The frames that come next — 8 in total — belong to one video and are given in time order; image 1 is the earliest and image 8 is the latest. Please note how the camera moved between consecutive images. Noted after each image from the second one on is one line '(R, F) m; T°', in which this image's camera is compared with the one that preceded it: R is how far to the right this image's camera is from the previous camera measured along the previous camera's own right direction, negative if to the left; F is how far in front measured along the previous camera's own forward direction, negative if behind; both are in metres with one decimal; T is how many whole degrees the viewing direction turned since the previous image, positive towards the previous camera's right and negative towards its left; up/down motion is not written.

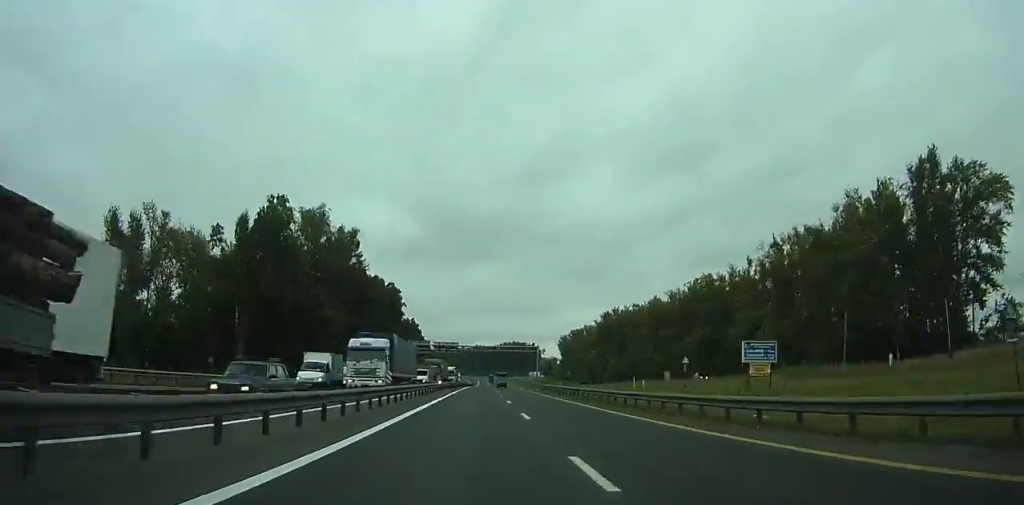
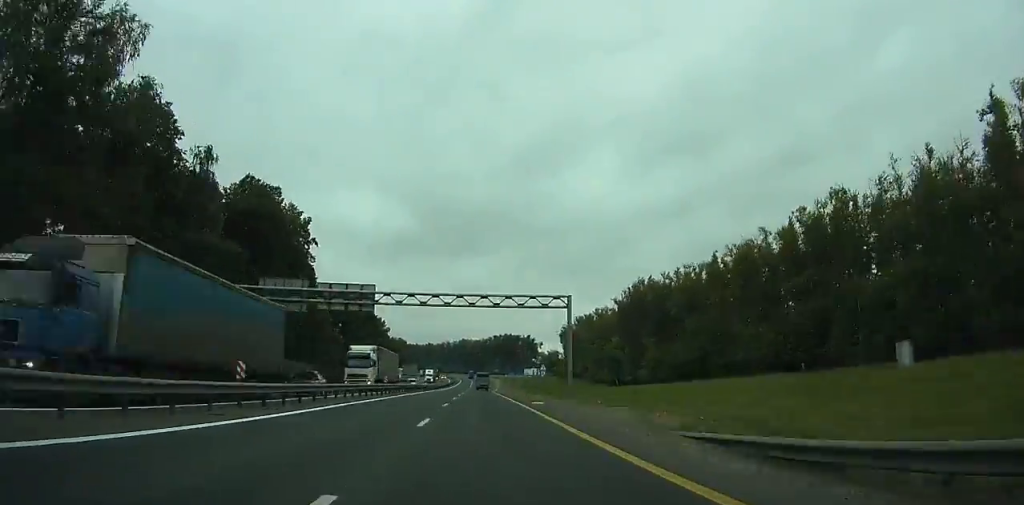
(-10.8, +66.2) m; -2°
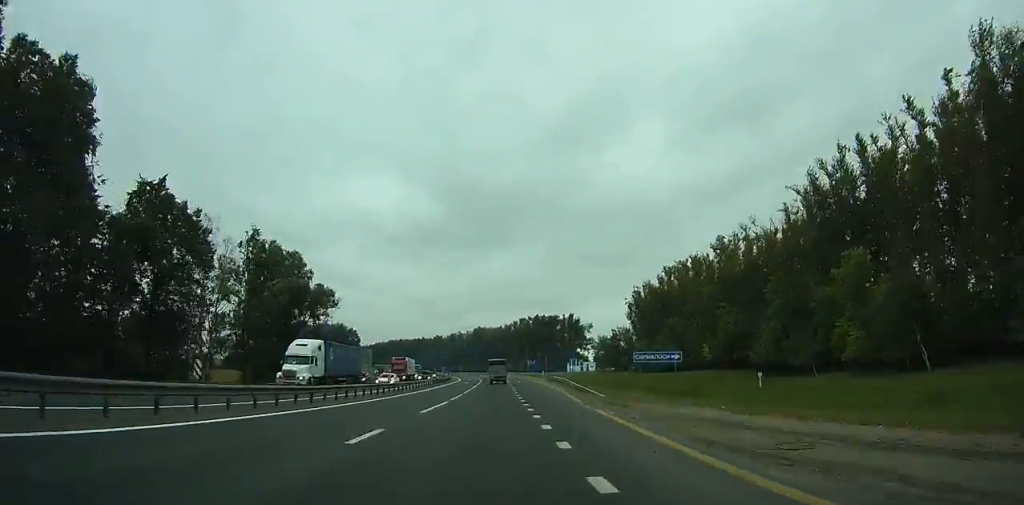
(+20.7, +116.4) m; +10°
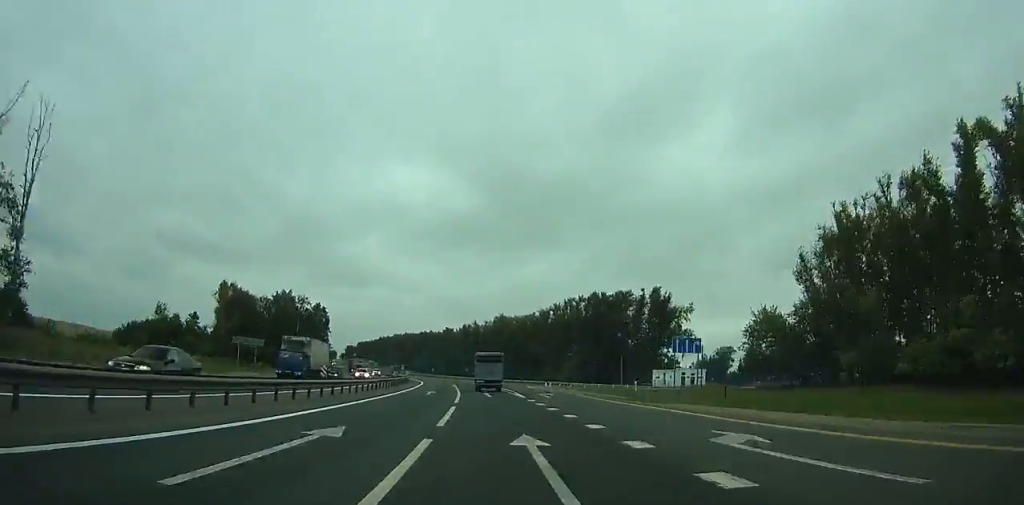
(-1.3, +102.9) m; -4°
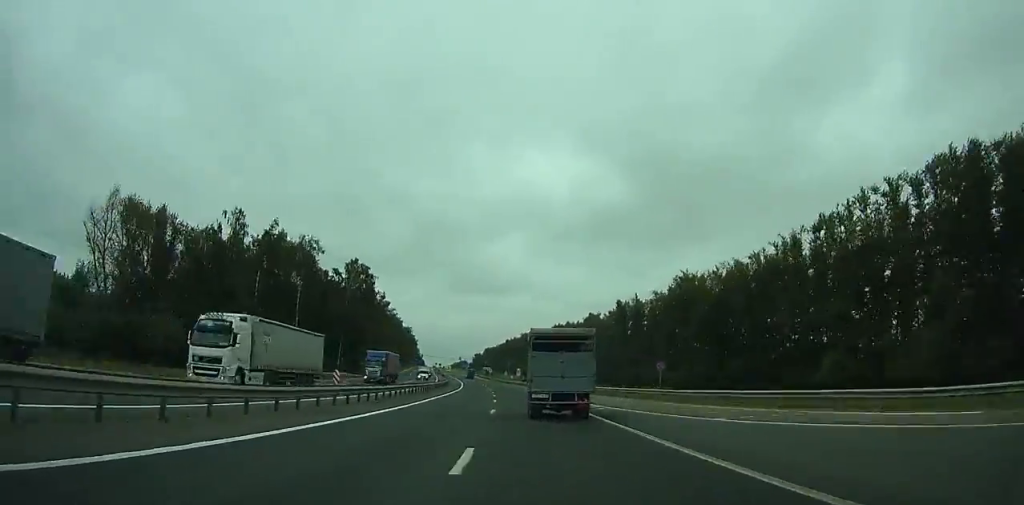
(-9.4, +108.1) m; -10°
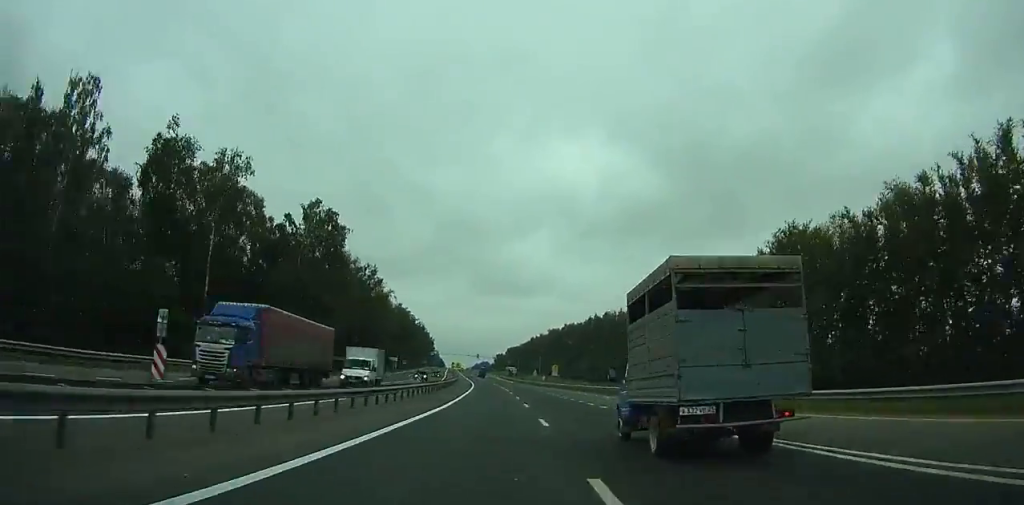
(-1.2, +41.6) m; -4°
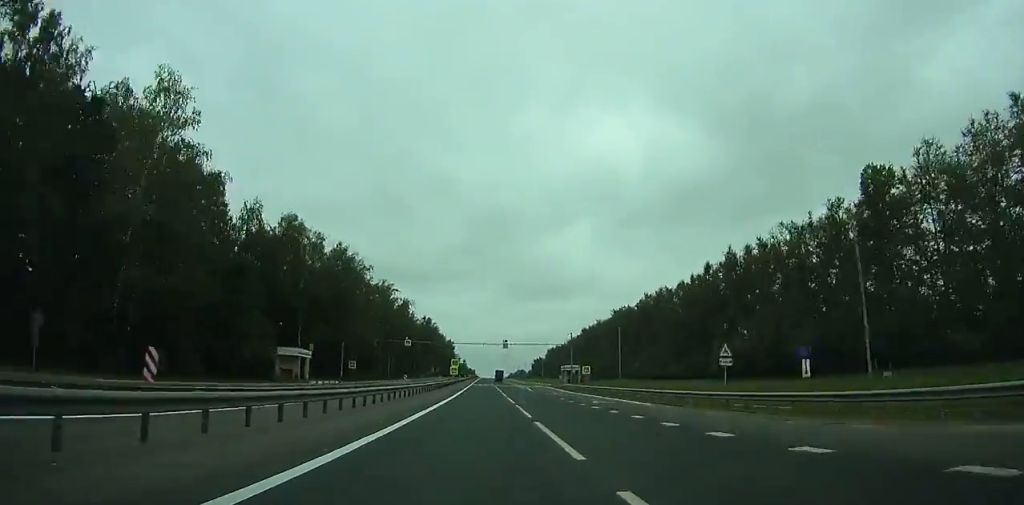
(-5.0, +109.6) m; -4°
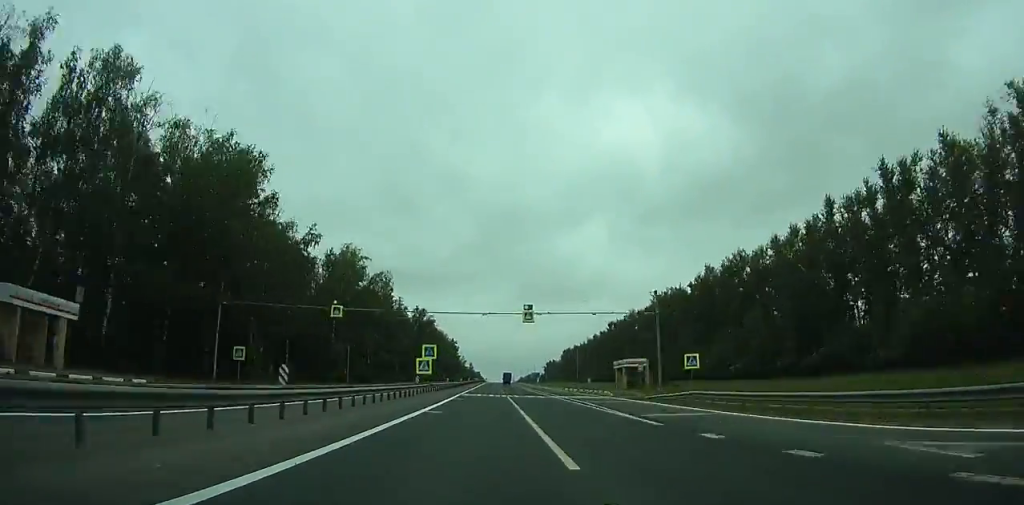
(-0.5, +46.8) m; -1°
